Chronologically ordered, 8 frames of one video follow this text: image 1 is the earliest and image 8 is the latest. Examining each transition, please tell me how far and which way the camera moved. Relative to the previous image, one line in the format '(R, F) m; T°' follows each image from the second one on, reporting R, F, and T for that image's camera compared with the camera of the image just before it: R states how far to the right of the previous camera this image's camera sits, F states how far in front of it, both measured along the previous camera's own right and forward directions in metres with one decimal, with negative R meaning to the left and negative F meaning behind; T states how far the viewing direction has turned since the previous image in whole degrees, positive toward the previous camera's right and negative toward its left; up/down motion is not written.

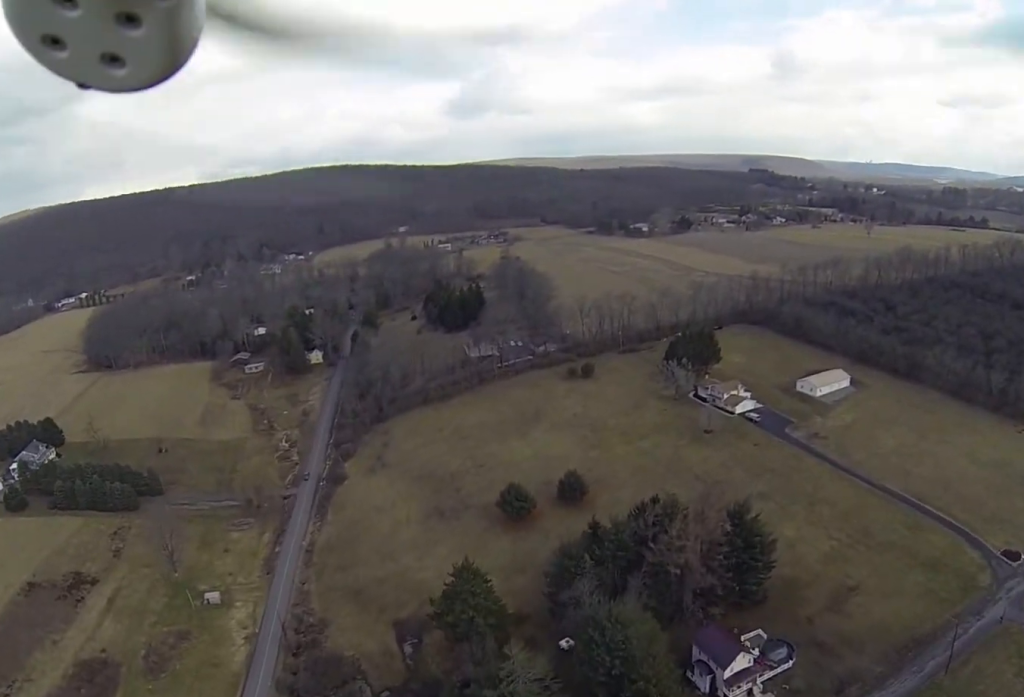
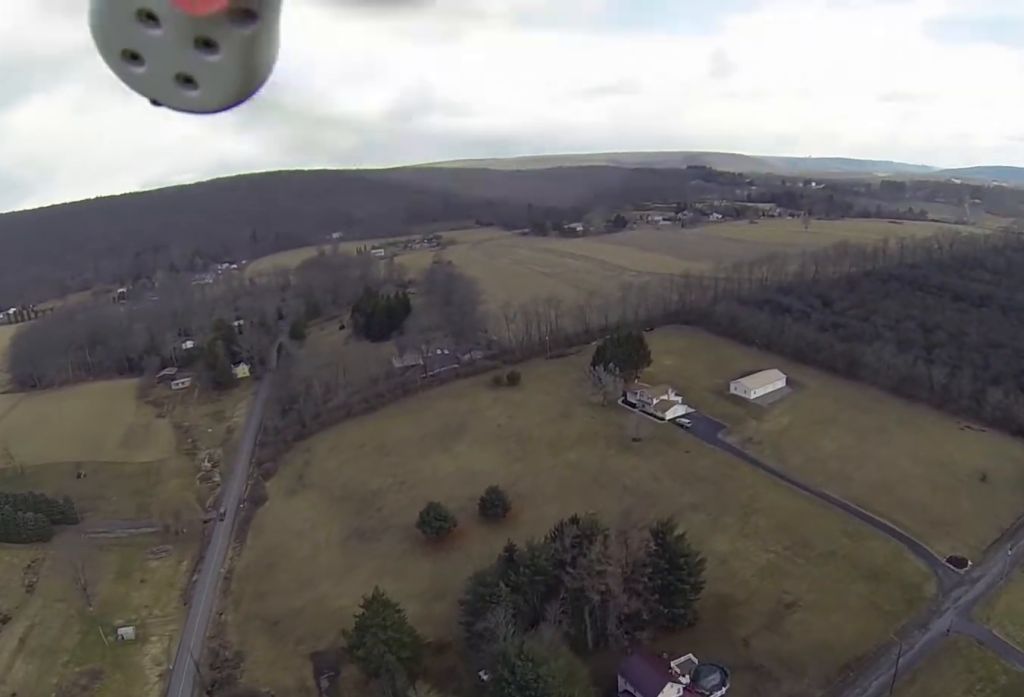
(-0.1, +10.1) m; +2°
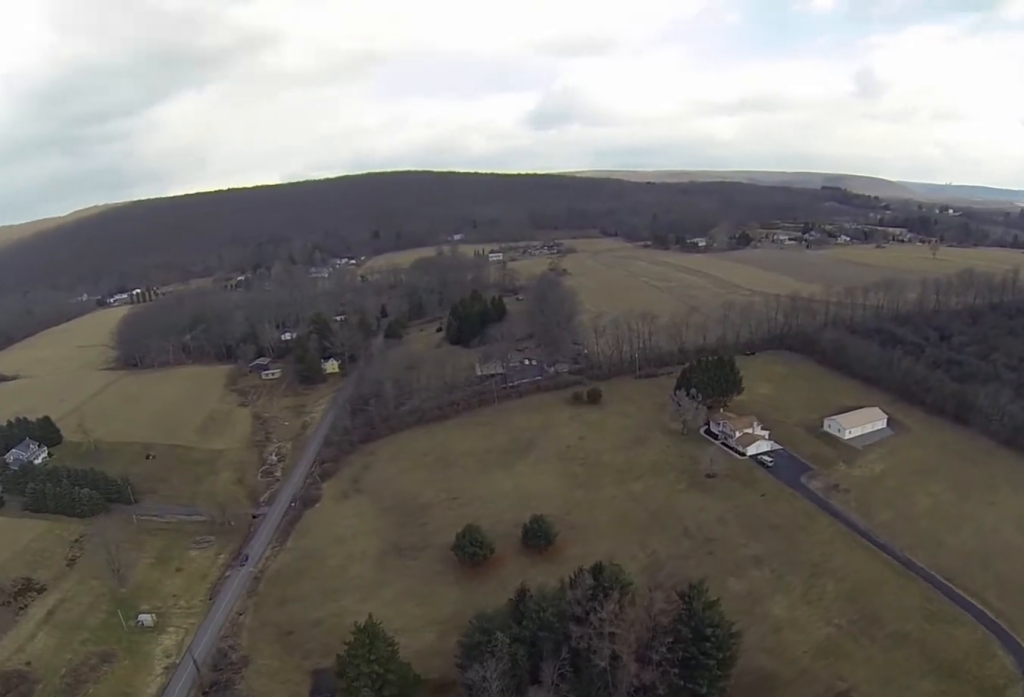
(+1.1, +17.5) m; +5°
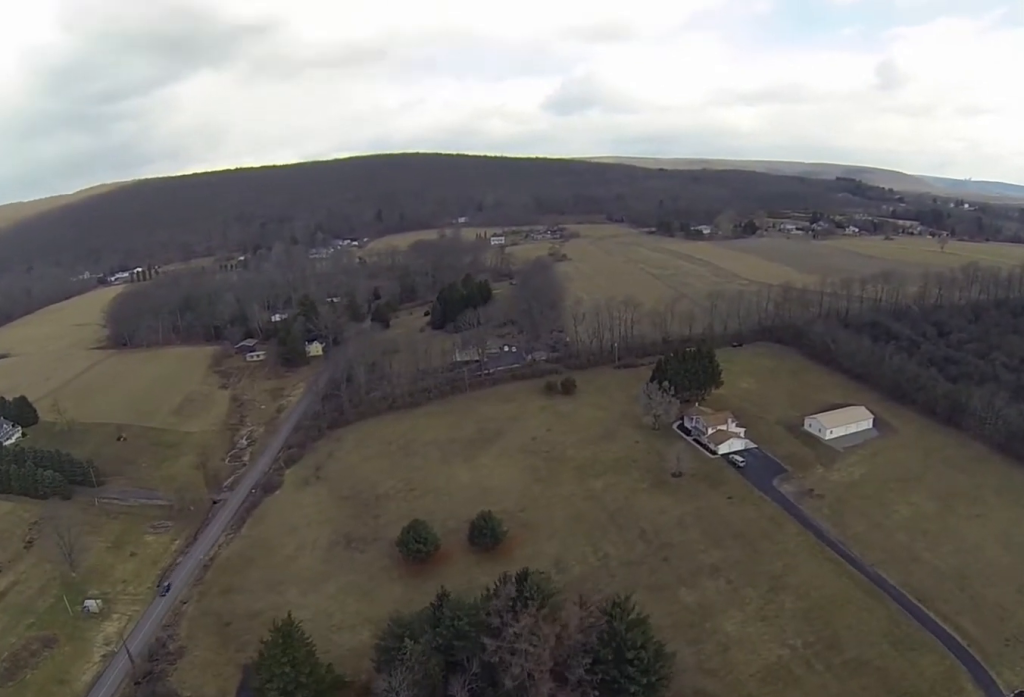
(+0.2, +13.3) m; -2°
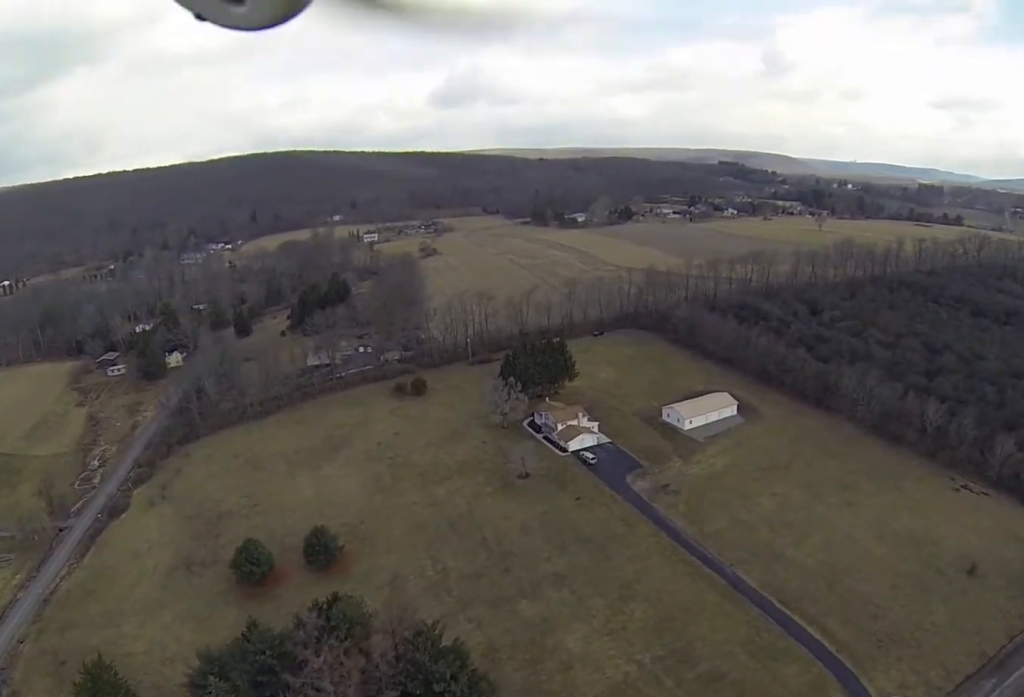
(-1.1, +18.3) m; -7°
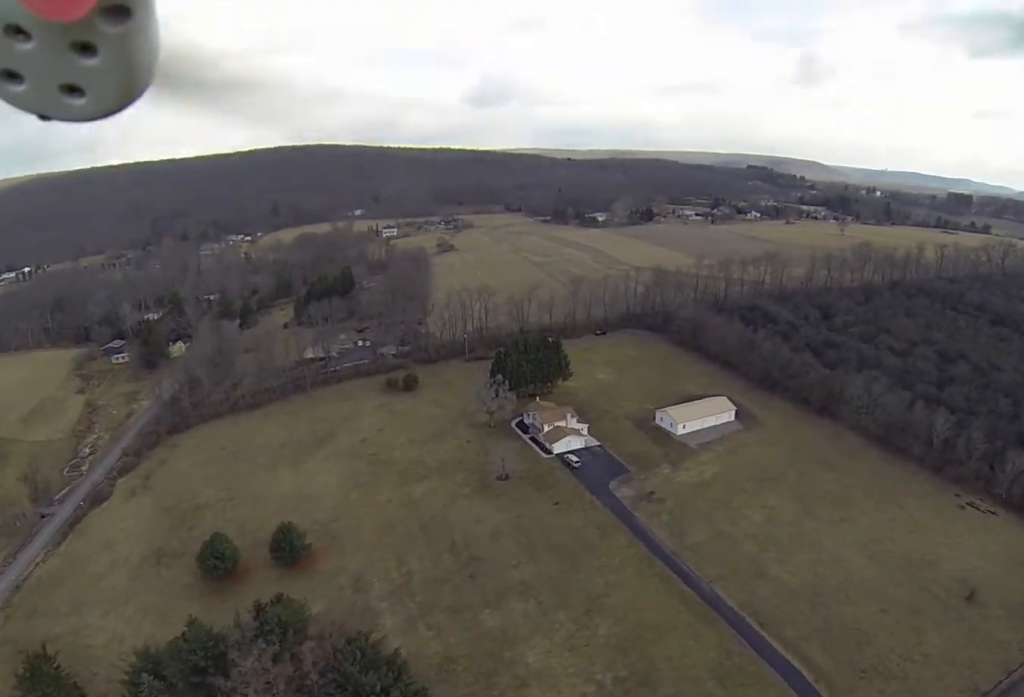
(-0.5, +12.3) m; -3°
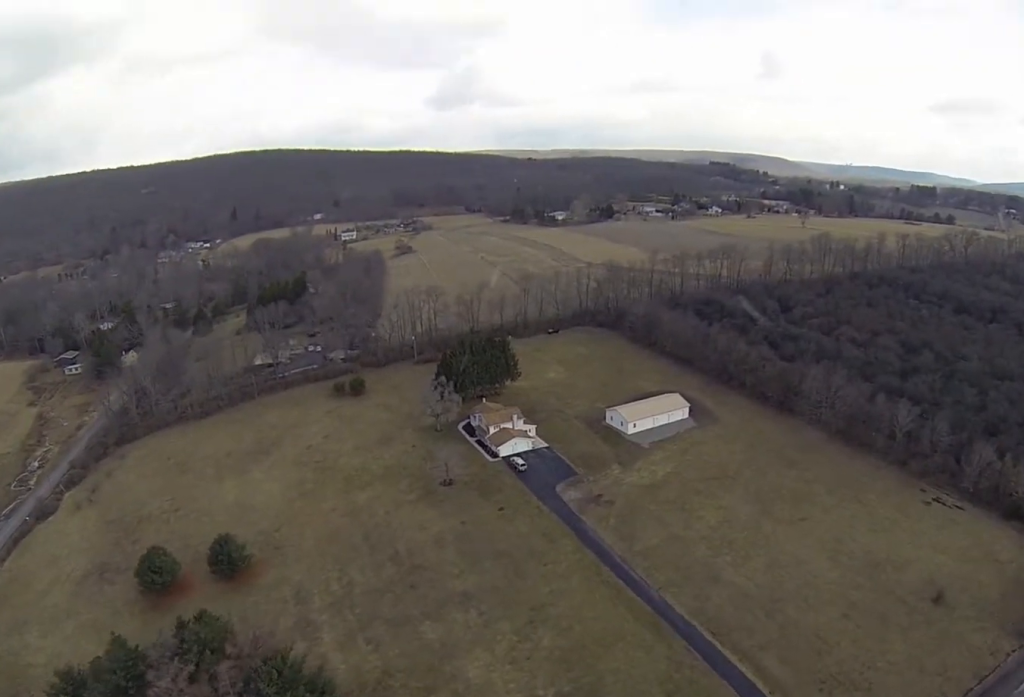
(-0.1, +9.5) m; -1°
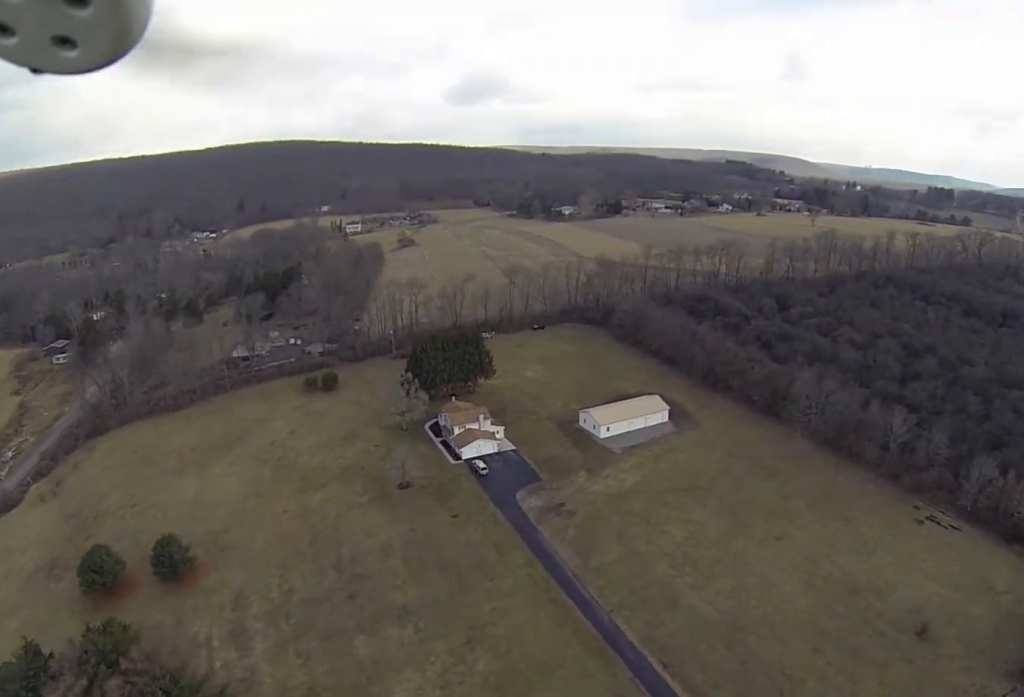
(-0.1, +15.2) m; 0°
